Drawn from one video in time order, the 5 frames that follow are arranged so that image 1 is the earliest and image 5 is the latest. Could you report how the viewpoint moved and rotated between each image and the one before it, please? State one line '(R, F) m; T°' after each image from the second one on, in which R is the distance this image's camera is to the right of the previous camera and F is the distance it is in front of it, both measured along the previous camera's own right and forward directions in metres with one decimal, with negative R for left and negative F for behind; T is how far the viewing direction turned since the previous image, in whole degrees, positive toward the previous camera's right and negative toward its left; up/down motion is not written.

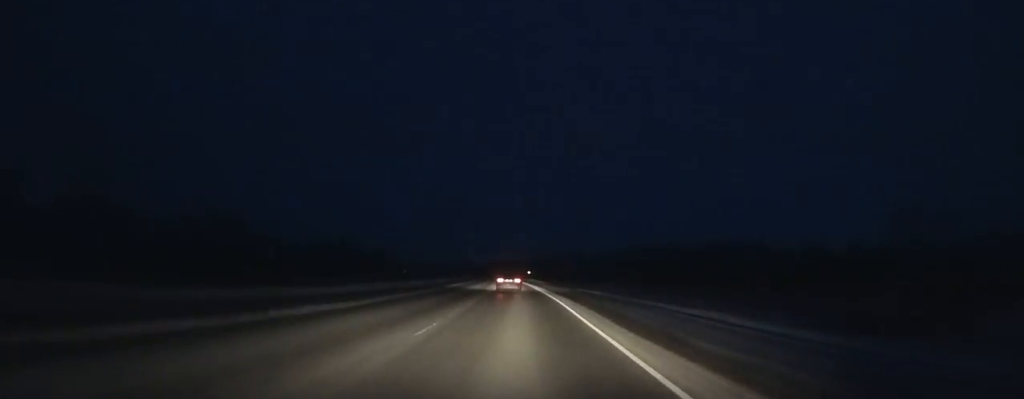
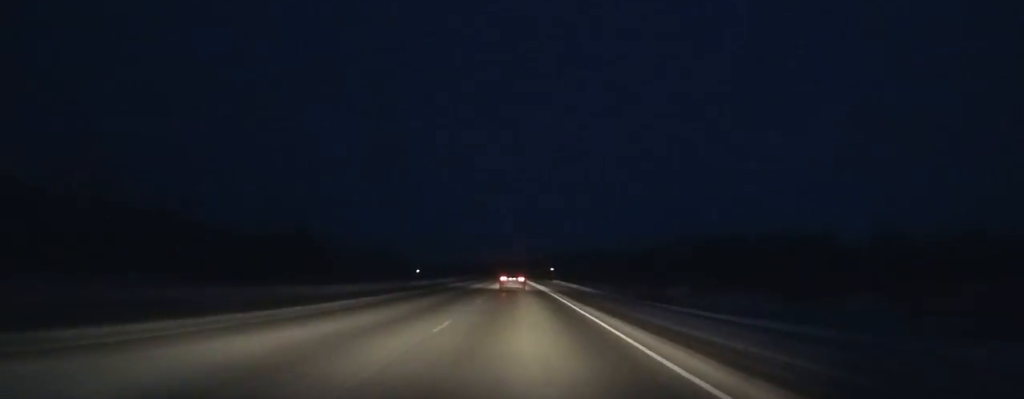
(-0.8, +58.8) m; -1°
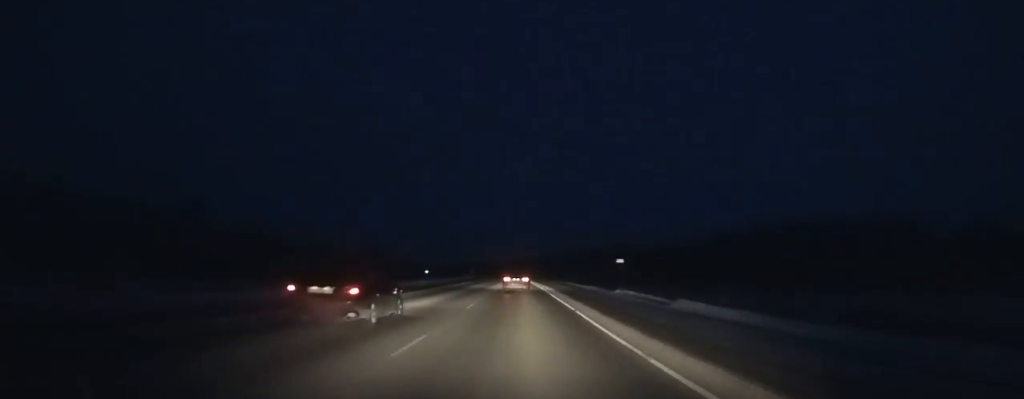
(-0.7, +64.2) m; -1°
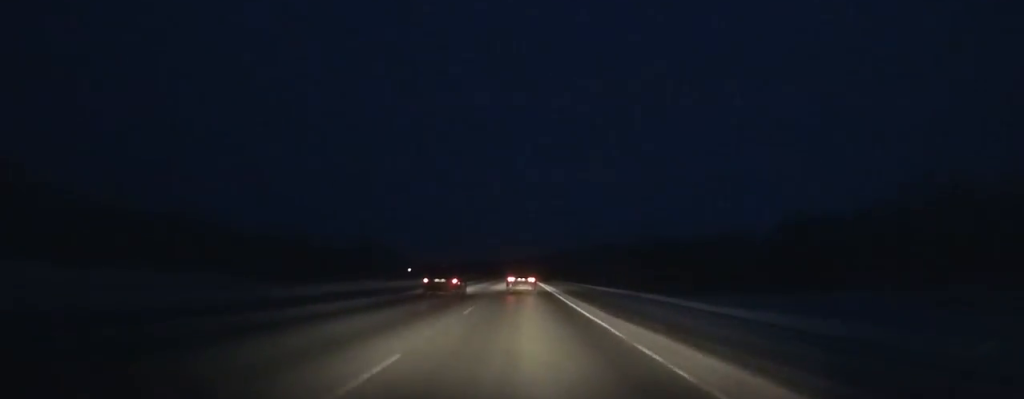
(-0.3, +62.3) m; -1°
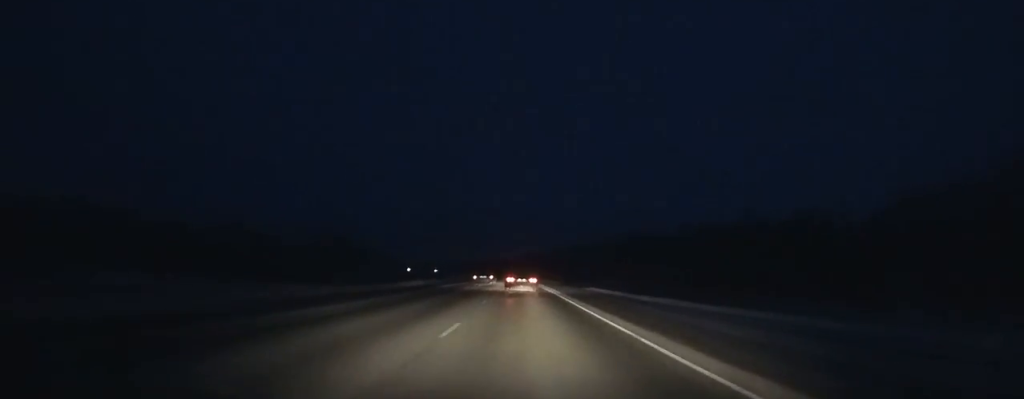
(-0.4, +76.5) m; -1°
